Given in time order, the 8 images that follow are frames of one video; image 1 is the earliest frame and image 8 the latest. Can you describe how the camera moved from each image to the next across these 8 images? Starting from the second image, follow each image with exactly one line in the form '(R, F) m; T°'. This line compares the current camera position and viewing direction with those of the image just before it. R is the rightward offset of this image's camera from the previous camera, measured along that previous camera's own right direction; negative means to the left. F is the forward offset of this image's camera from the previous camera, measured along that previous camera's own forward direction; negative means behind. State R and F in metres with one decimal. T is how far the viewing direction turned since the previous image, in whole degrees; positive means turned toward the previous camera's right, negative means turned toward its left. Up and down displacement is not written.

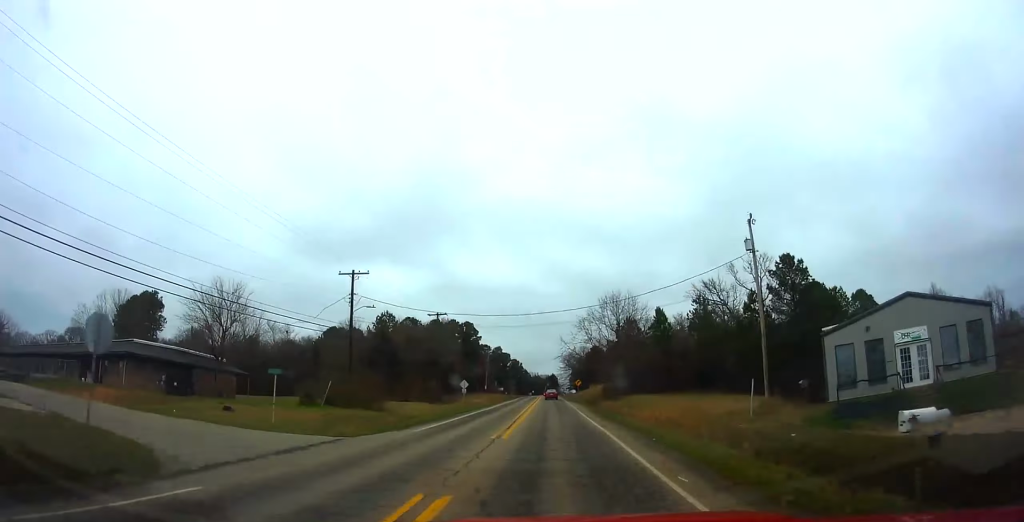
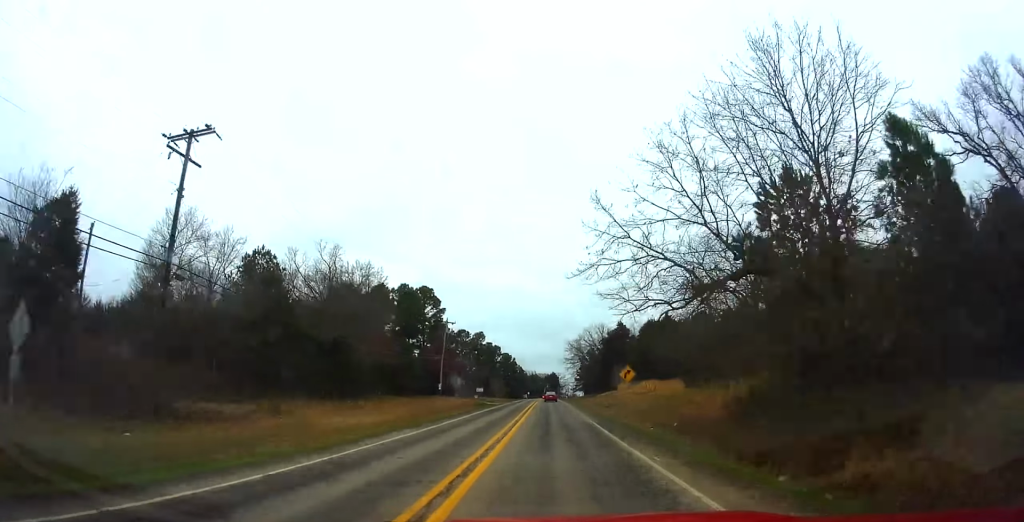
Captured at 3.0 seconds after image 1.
(-0.6, +55.9) m; -1°
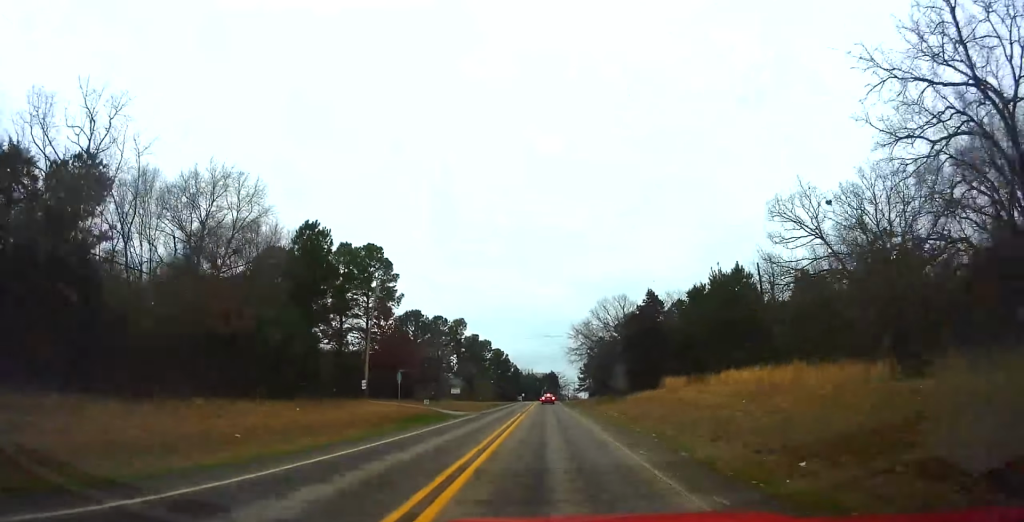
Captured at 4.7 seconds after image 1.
(0.0, +31.4) m; 0°
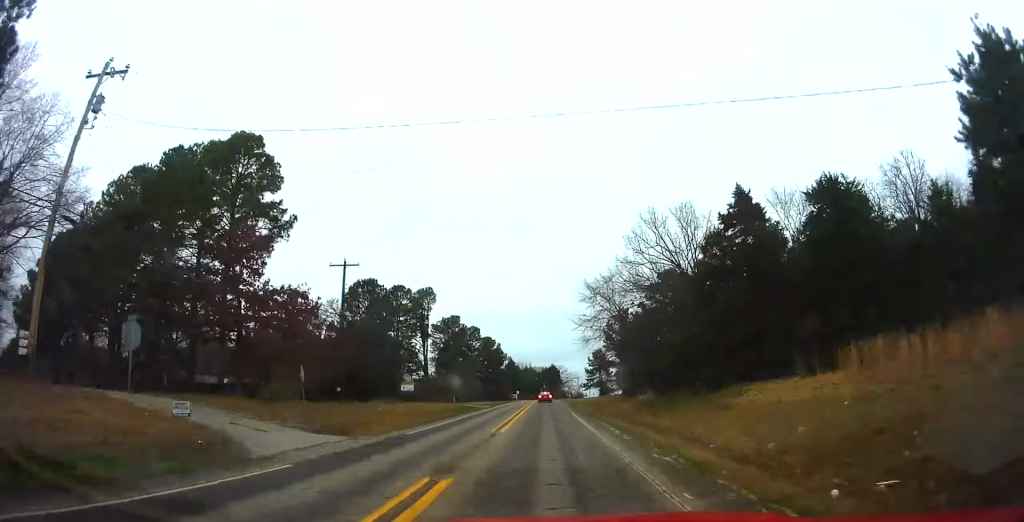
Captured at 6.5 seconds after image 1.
(-0.3, +32.6) m; 0°
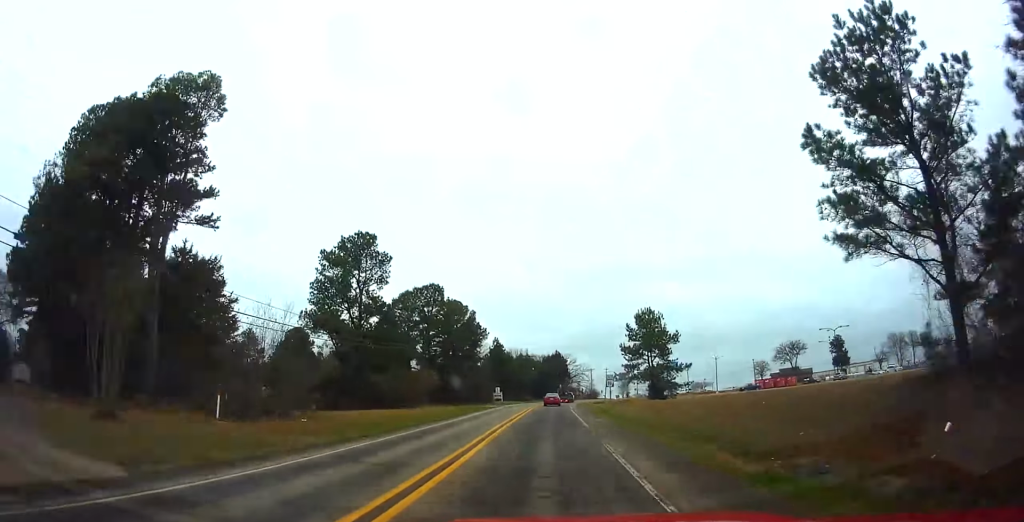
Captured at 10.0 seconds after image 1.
(-0.1, +61.4) m; +1°
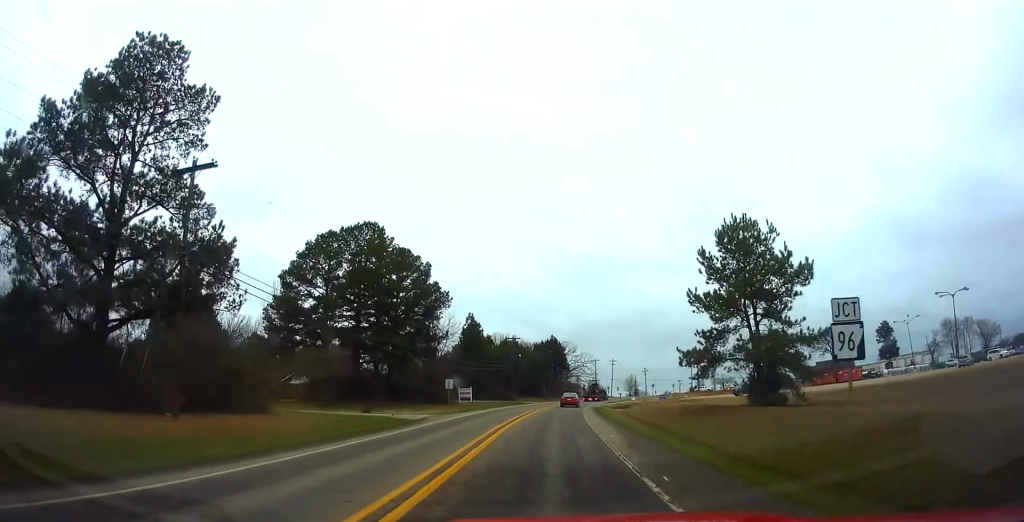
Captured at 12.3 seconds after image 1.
(+0.5, +38.2) m; +1°
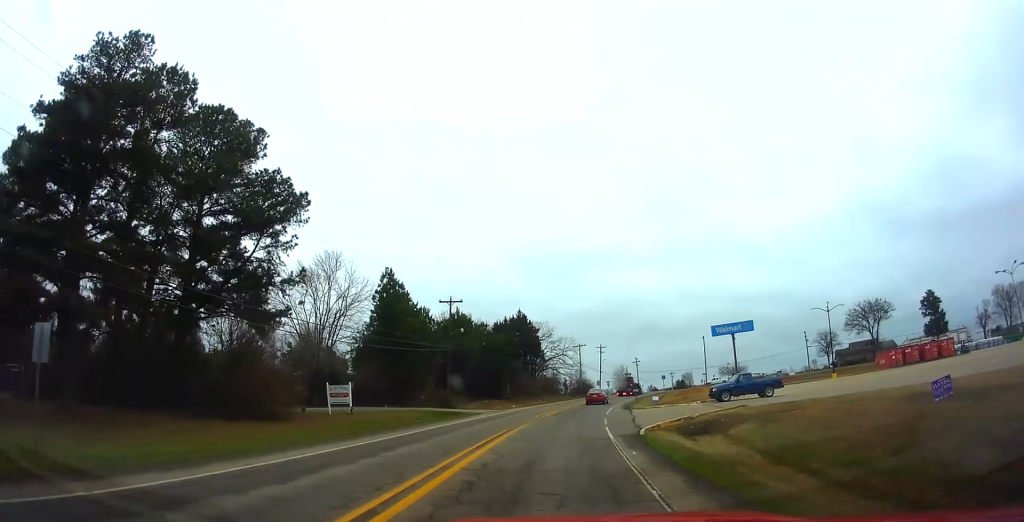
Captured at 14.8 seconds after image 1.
(+0.6, +40.4) m; +3°
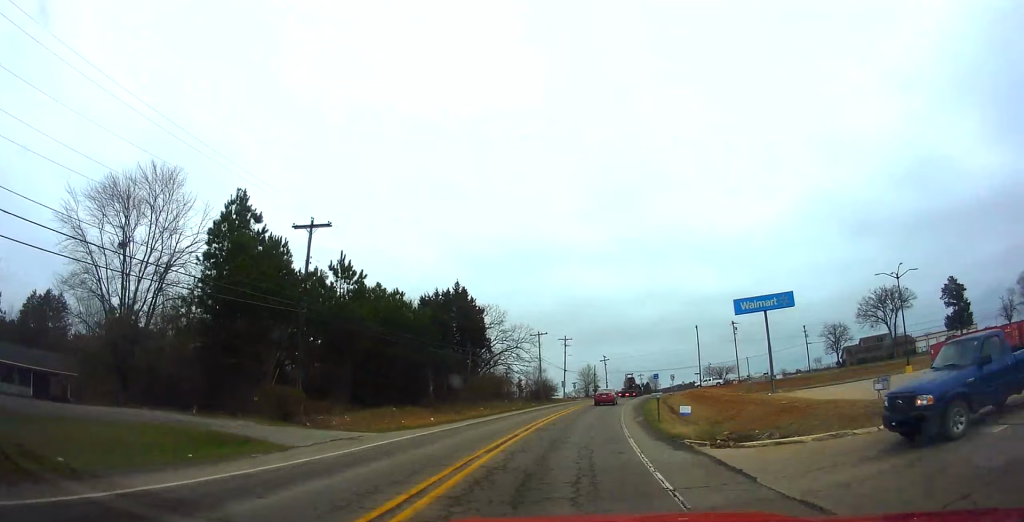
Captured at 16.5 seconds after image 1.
(-0.4, +27.0) m; +3°
